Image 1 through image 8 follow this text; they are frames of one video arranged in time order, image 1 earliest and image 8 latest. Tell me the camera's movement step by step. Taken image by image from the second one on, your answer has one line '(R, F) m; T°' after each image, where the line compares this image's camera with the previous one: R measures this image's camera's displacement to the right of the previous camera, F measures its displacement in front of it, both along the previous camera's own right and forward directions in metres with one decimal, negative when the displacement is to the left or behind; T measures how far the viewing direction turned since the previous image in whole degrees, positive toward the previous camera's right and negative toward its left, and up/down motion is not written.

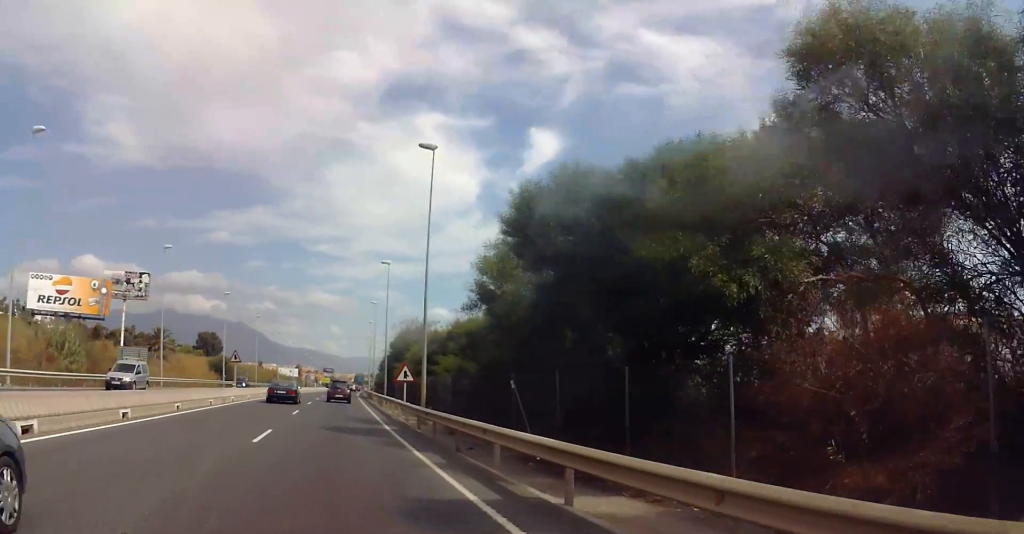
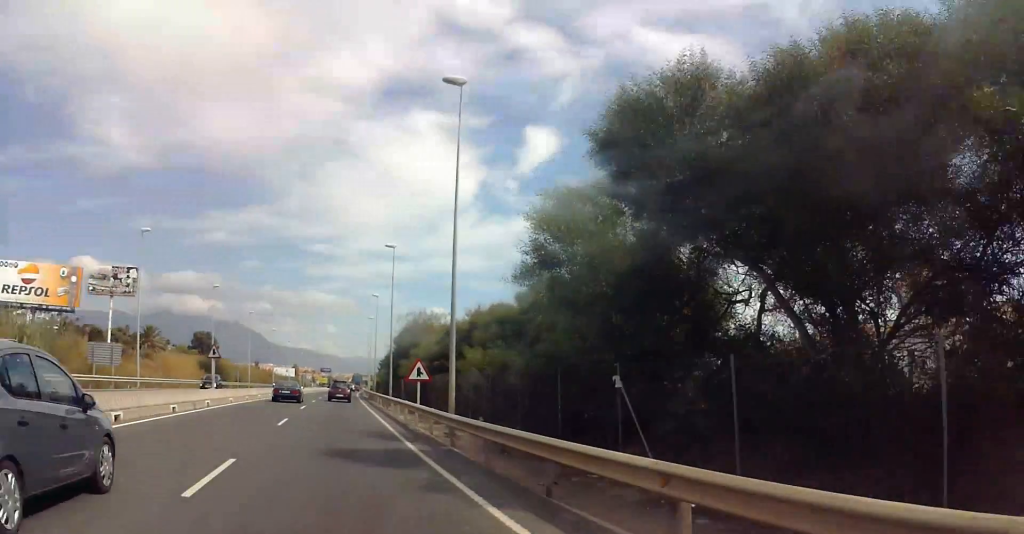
(-0.1, +7.3) m; 0°
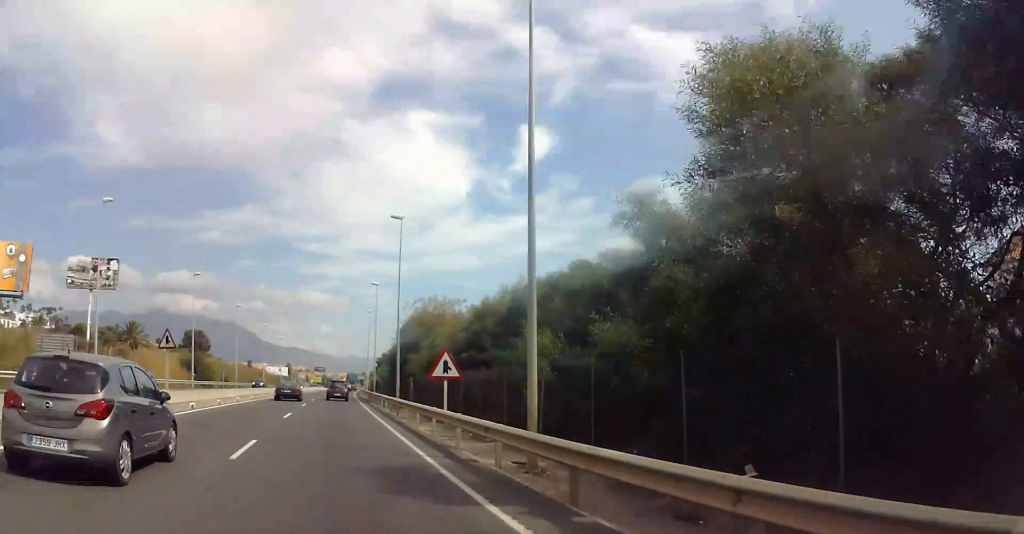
(0.0, +9.8) m; 0°
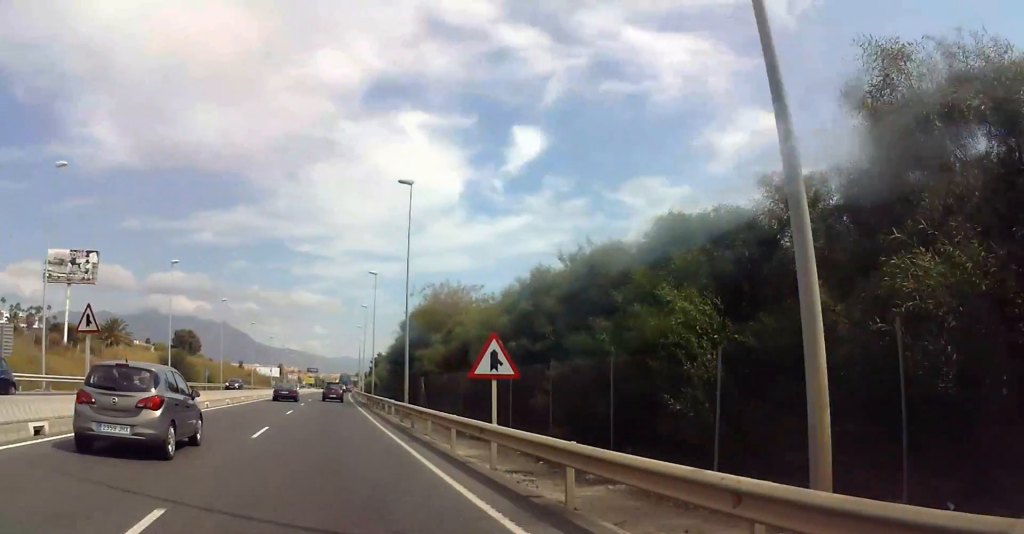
(0.0, +7.3) m; 0°
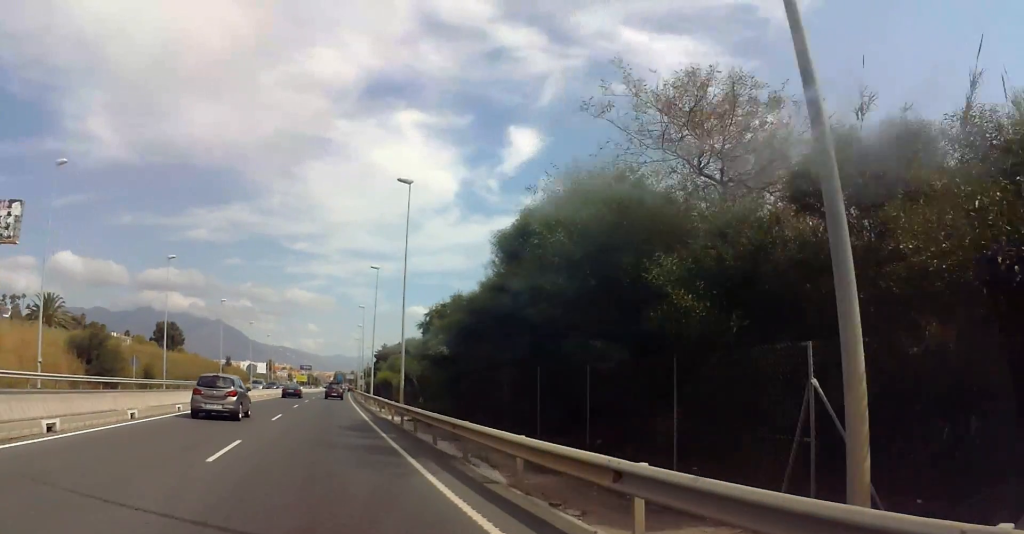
(0.0, +31.1) m; 0°
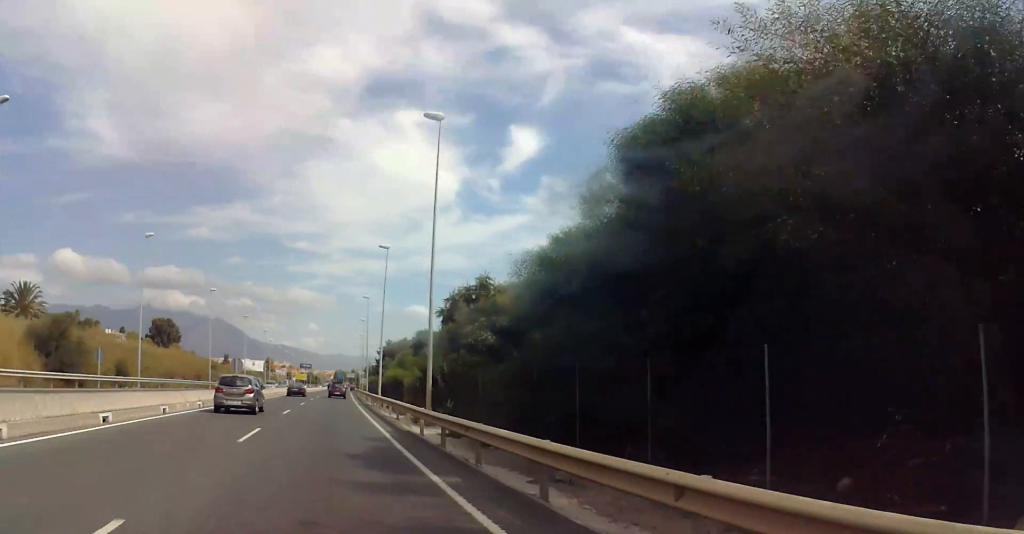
(0.0, +9.2) m; 0°
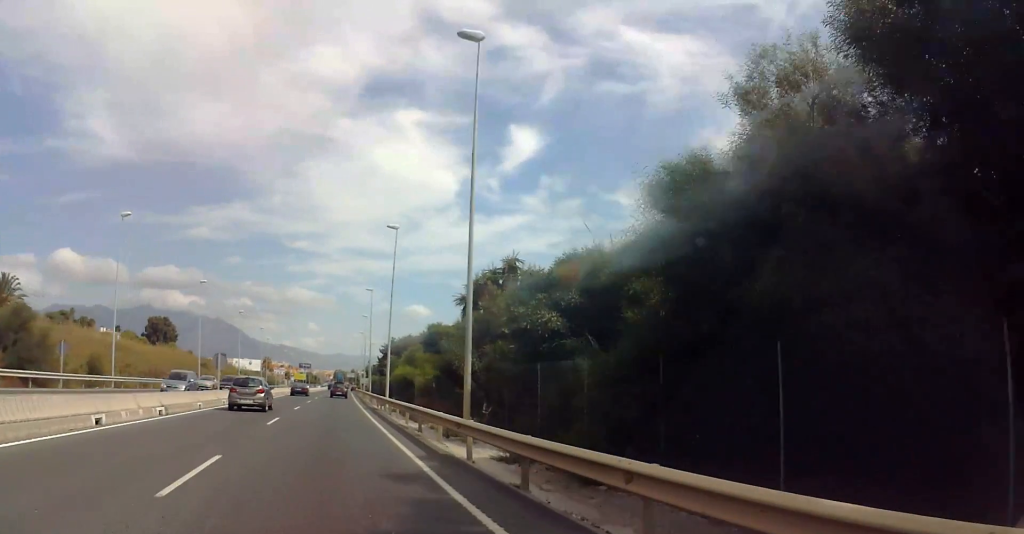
(-0.1, +7.3) m; 0°
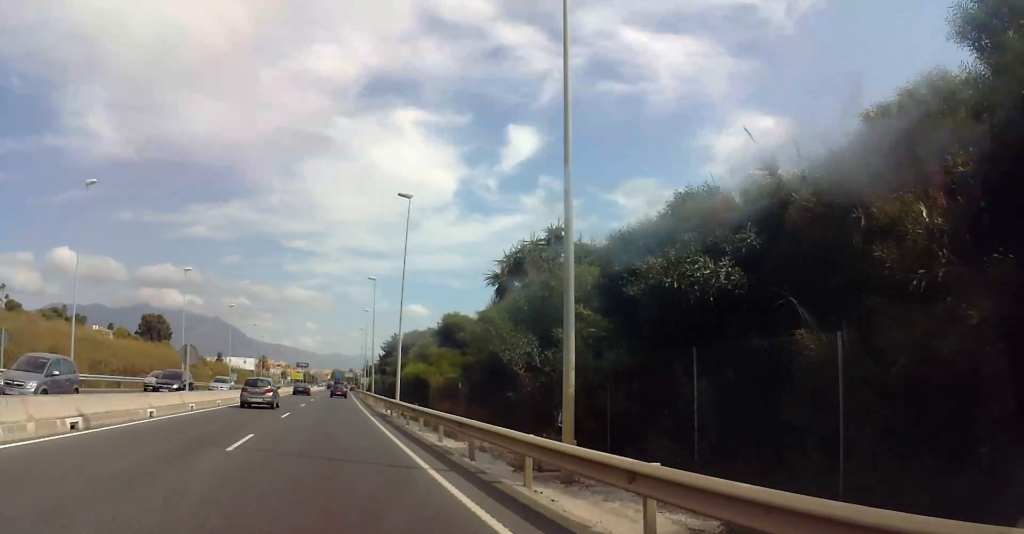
(+0.1, +7.3) m; 0°
